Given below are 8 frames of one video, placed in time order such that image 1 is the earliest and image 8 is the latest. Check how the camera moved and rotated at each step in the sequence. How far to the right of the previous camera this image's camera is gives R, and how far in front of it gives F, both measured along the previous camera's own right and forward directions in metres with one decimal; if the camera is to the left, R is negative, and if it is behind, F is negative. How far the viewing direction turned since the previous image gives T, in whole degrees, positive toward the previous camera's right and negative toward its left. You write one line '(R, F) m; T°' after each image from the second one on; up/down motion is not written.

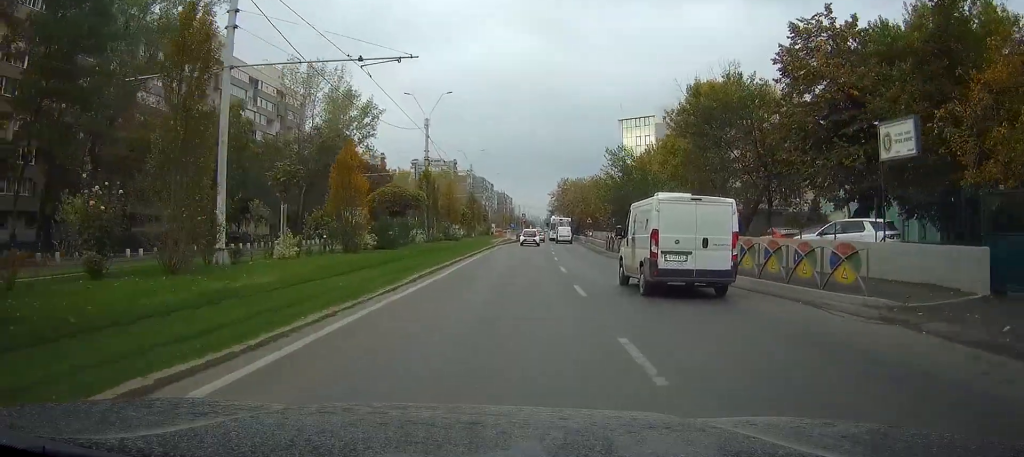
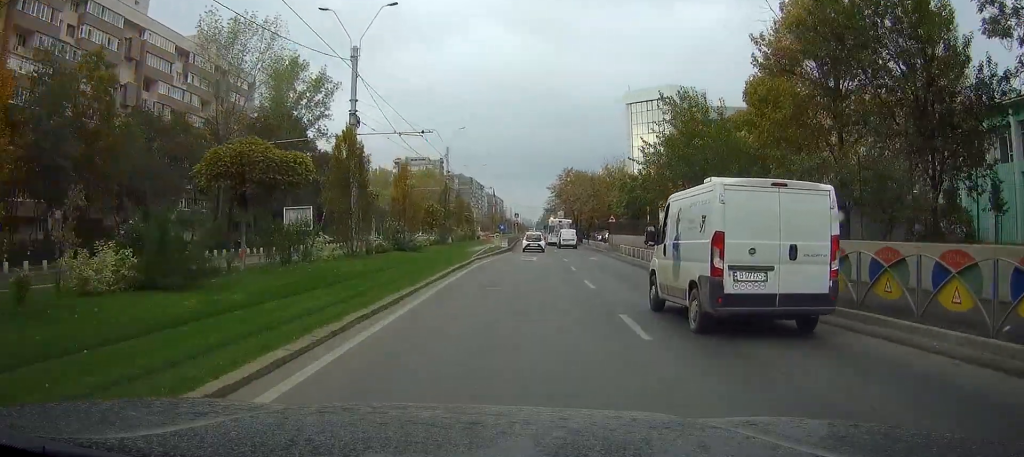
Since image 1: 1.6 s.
(+0.3, +23.9) m; +1°
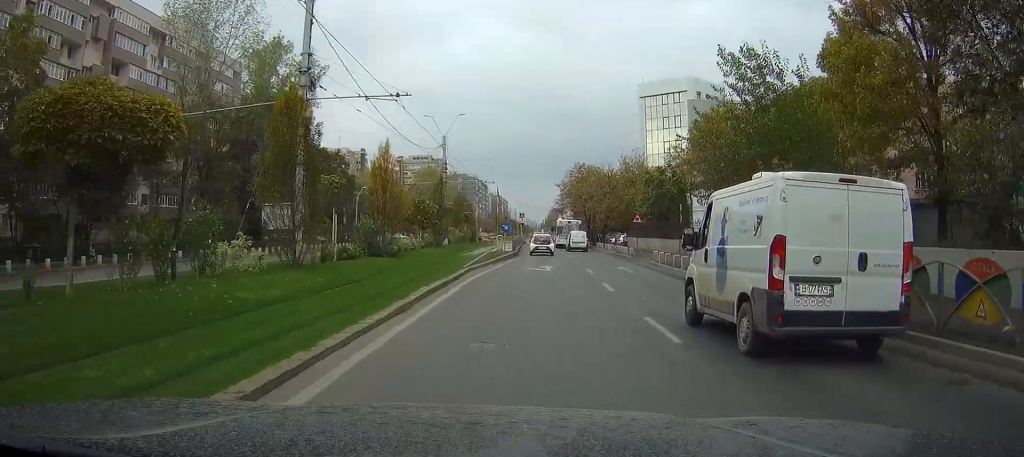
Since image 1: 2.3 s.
(0.0, +9.0) m; 0°
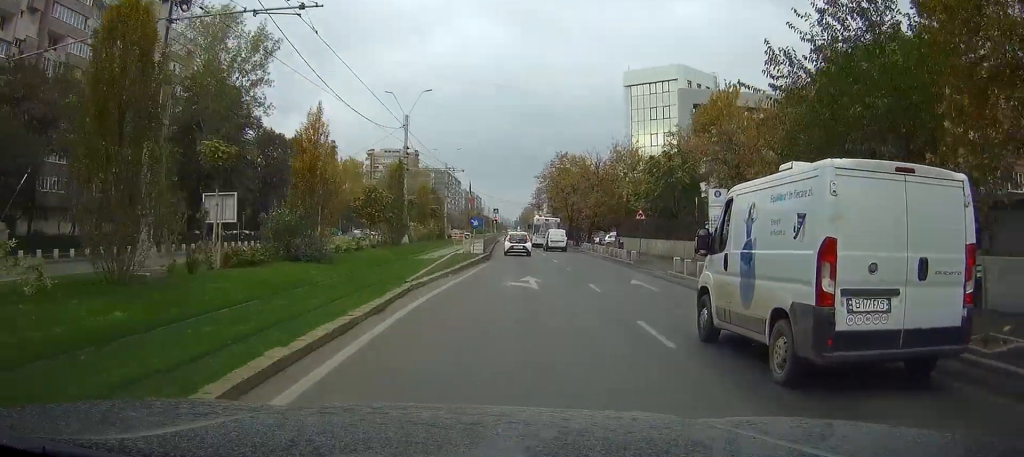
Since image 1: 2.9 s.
(-0.3, +9.4) m; +1°
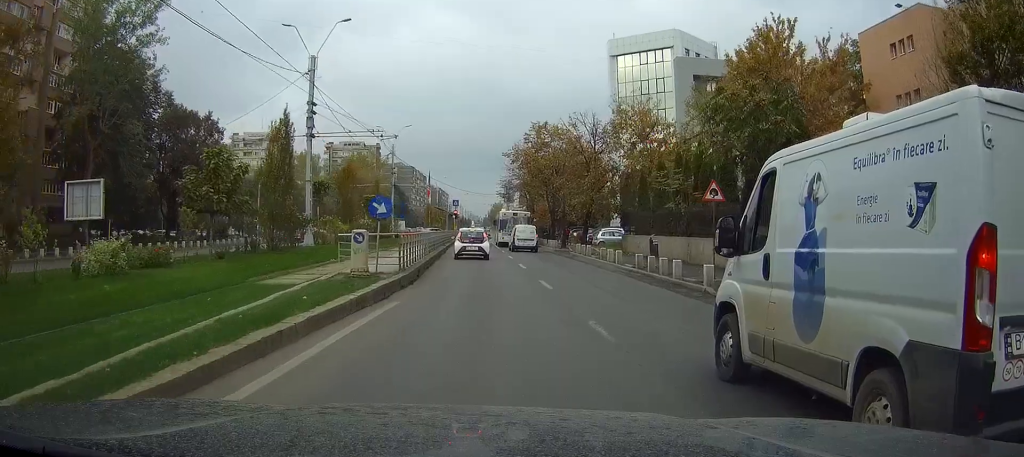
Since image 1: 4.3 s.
(+0.8, +18.8) m; +2°
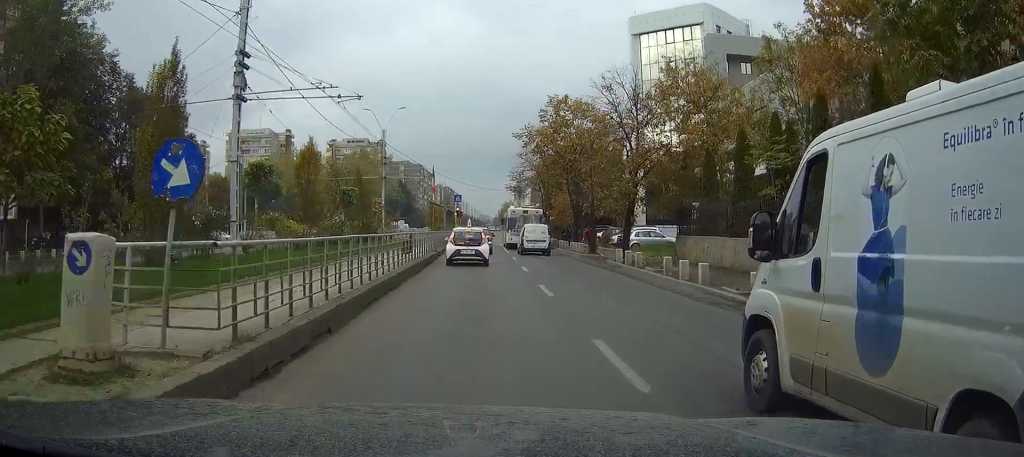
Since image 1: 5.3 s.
(0.0, +11.7) m; 0°
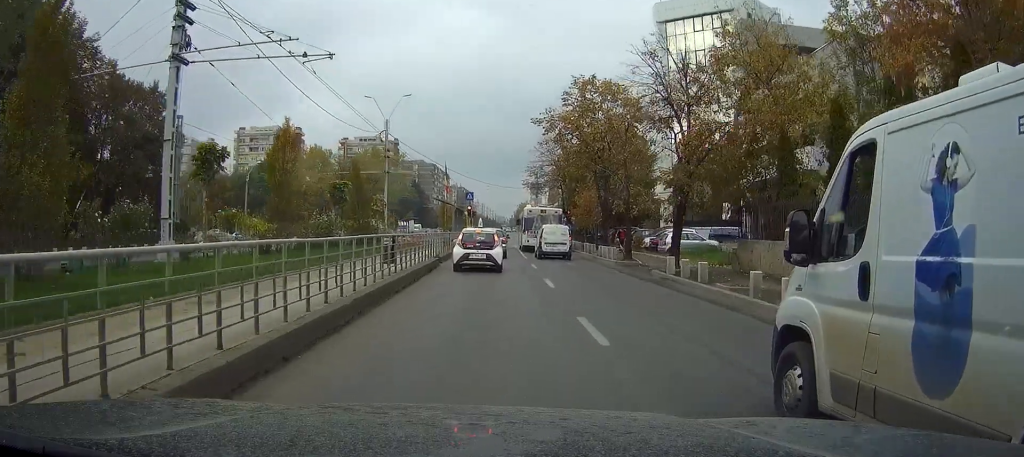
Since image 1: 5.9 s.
(0.0, +6.8) m; 0°
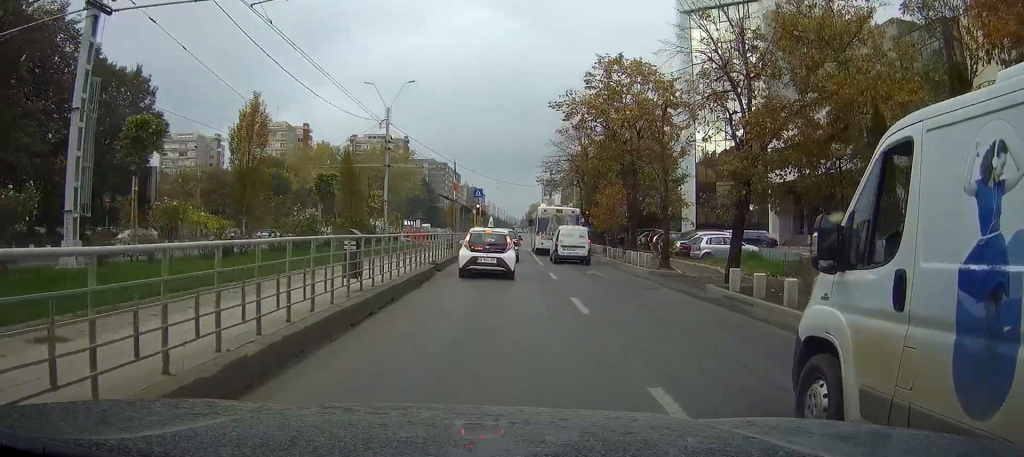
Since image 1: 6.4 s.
(0.0, +5.3) m; 0°
